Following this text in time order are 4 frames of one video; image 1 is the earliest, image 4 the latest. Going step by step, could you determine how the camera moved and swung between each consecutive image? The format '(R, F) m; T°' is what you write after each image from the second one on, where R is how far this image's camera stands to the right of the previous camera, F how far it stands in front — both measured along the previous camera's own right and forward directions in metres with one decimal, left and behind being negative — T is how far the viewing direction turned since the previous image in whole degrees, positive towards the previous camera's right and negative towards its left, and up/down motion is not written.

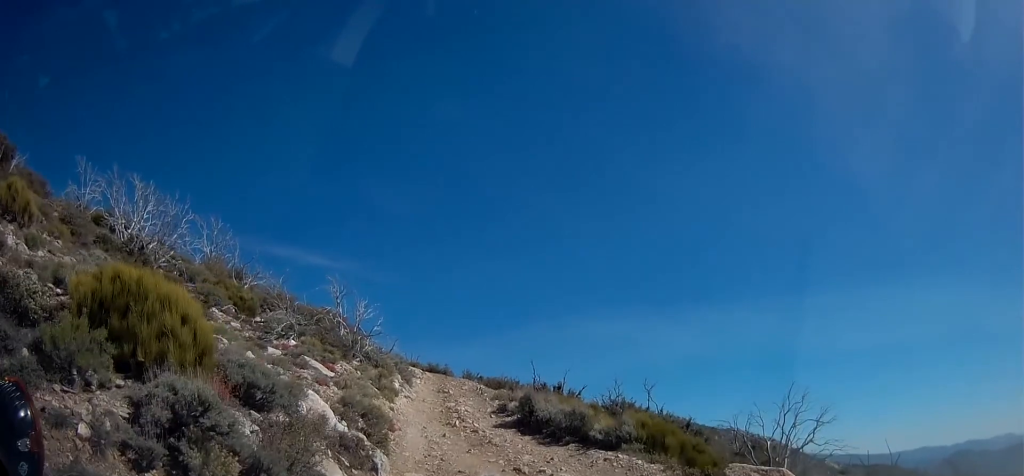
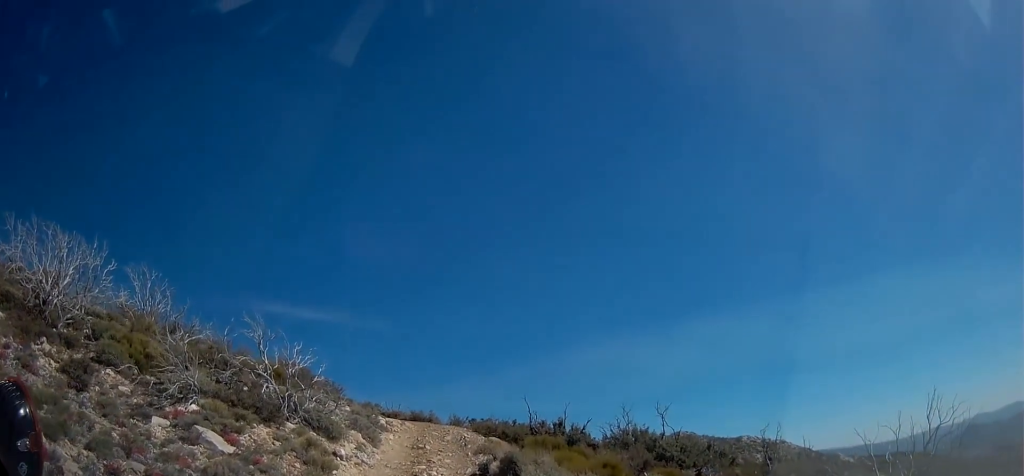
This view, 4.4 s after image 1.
(0.0, +4.5) m; 0°
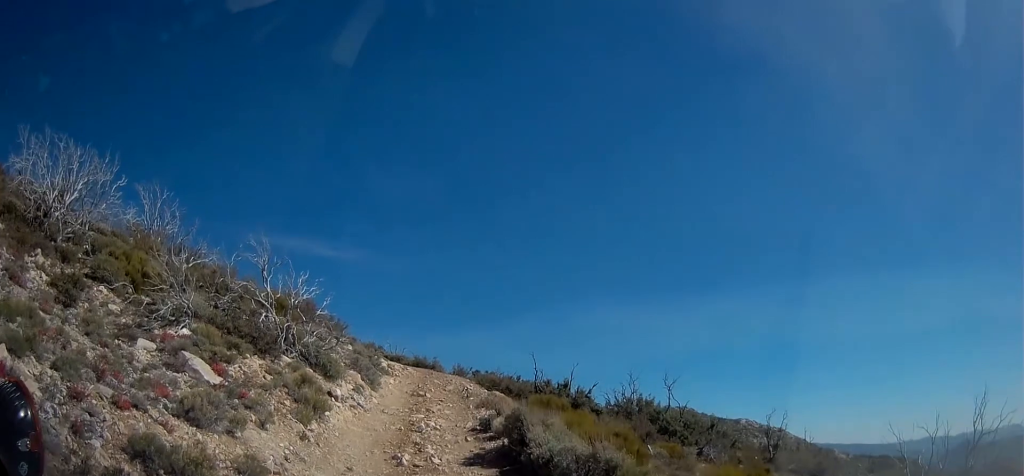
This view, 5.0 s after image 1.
(0.0, +0.3) m; 0°
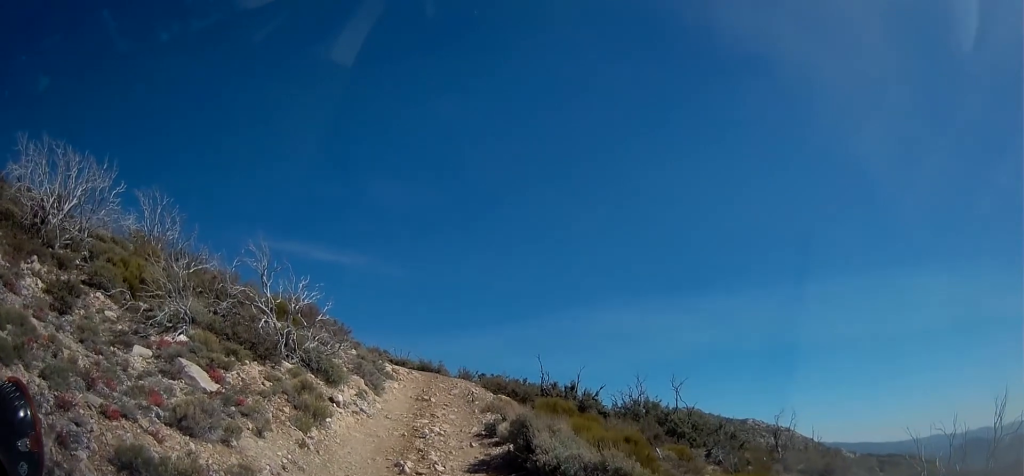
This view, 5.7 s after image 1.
(0.0, +0.4) m; 0°
